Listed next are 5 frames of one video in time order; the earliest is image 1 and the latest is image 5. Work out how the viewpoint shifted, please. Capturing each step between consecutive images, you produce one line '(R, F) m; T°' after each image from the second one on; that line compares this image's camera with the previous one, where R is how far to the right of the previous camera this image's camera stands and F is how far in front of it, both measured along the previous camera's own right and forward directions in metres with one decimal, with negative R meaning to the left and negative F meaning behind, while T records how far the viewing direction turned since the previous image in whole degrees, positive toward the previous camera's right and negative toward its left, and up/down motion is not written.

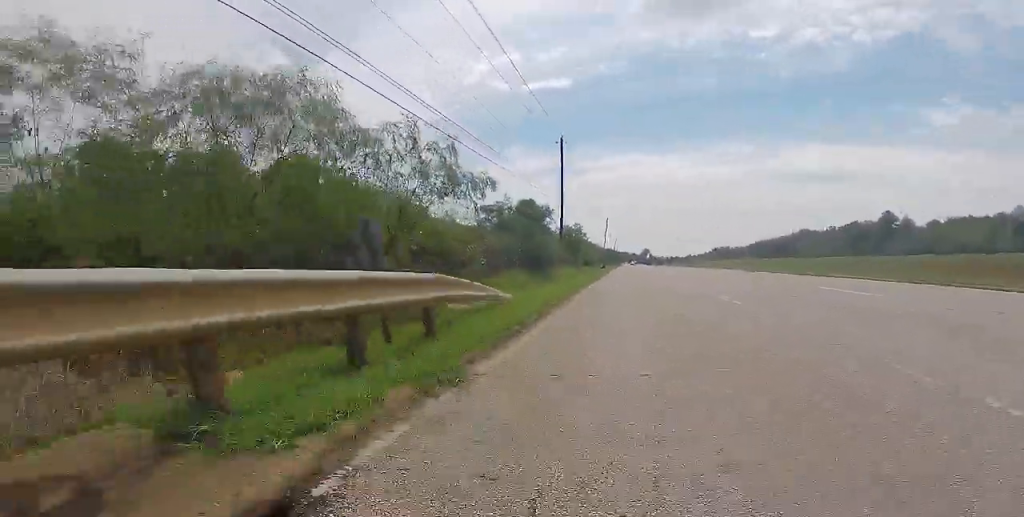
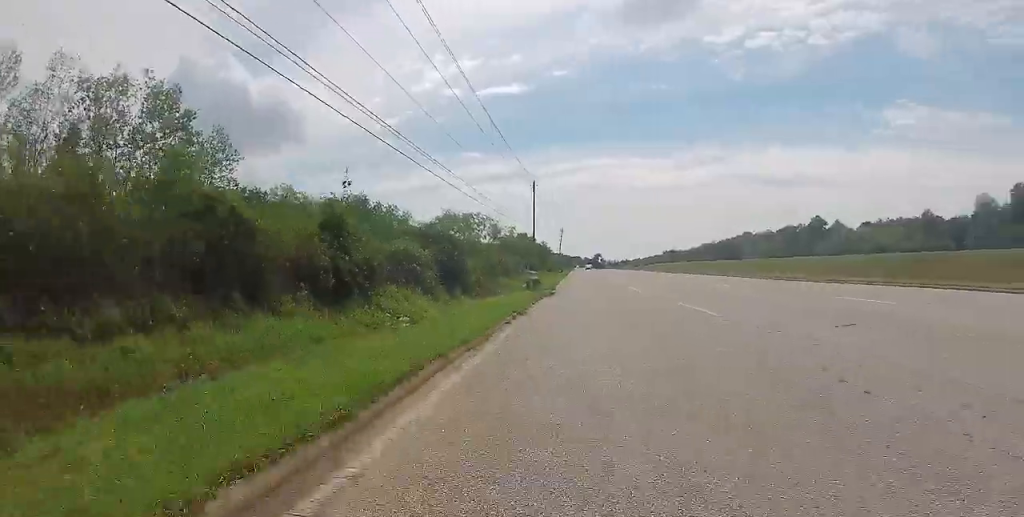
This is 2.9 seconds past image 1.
(-1.3, +22.0) m; -5°
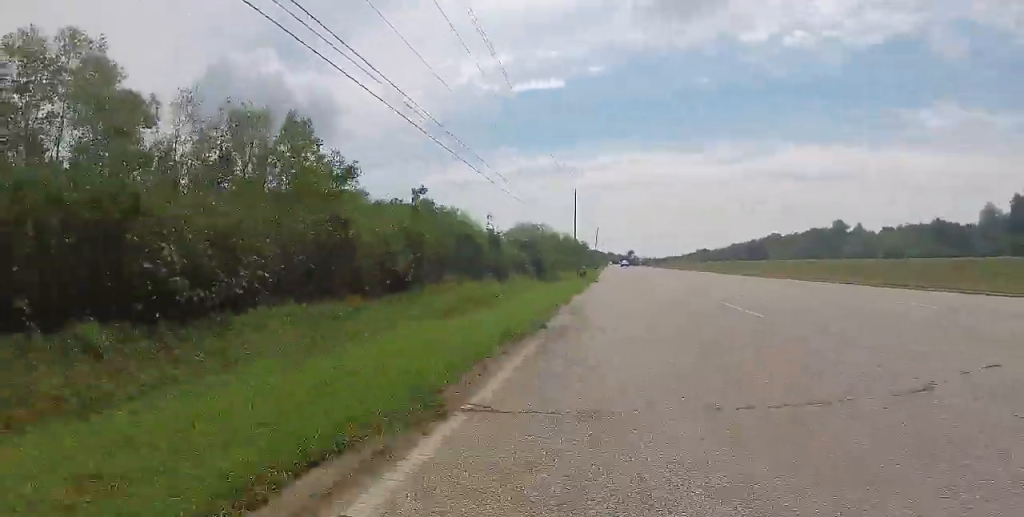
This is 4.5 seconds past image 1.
(+0.3, +11.7) m; +1°
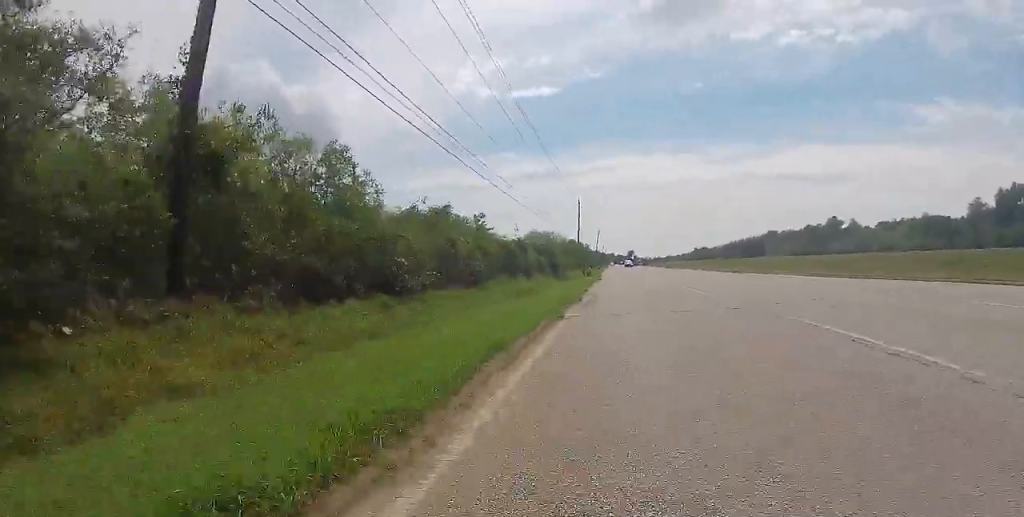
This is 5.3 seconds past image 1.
(-0.2, +6.4) m; +1°
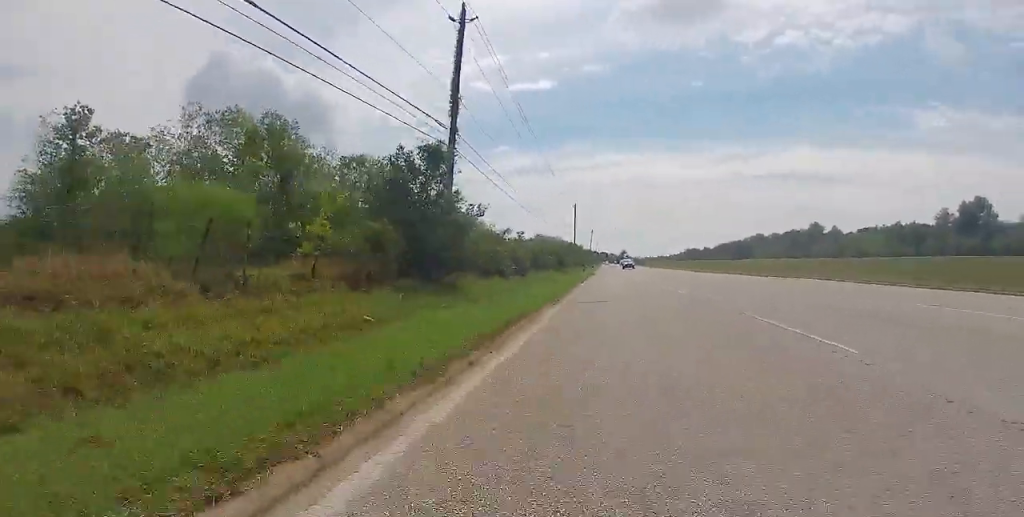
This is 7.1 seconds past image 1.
(+0.6, +13.6) m; 0°
